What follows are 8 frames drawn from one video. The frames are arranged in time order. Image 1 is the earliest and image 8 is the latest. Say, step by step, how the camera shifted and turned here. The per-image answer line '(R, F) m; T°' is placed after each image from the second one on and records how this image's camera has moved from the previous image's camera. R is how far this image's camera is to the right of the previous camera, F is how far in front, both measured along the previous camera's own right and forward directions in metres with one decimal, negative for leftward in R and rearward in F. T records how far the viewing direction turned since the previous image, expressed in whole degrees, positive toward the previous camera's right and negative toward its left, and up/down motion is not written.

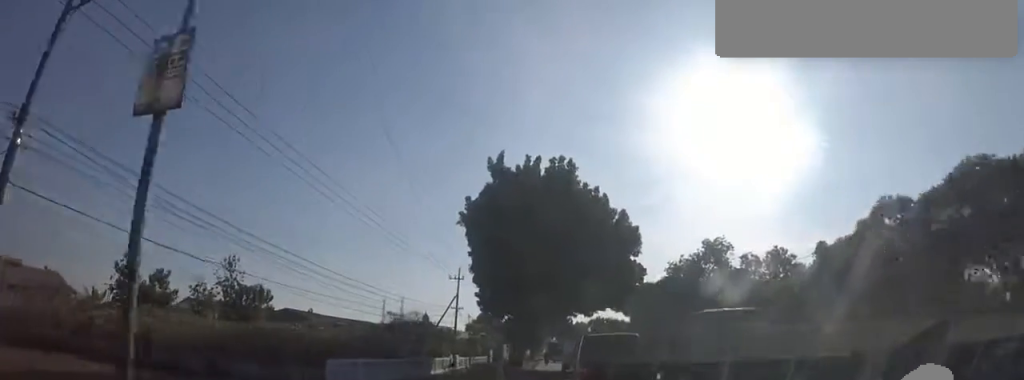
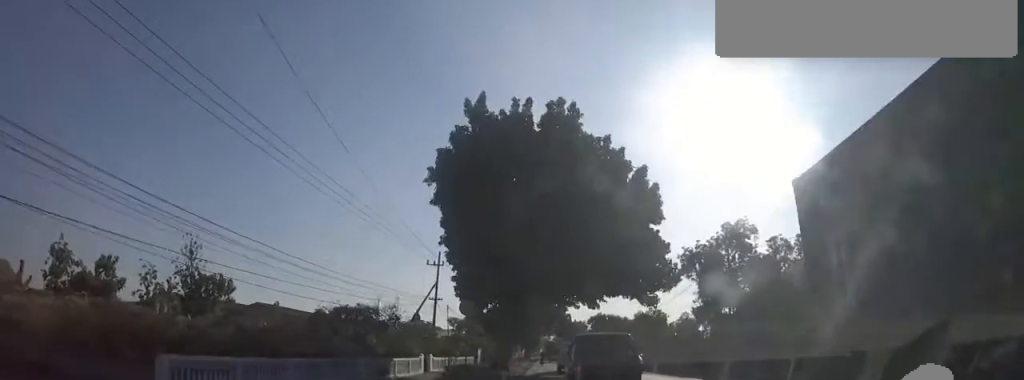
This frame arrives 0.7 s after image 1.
(+0.6, +8.2) m; +1°
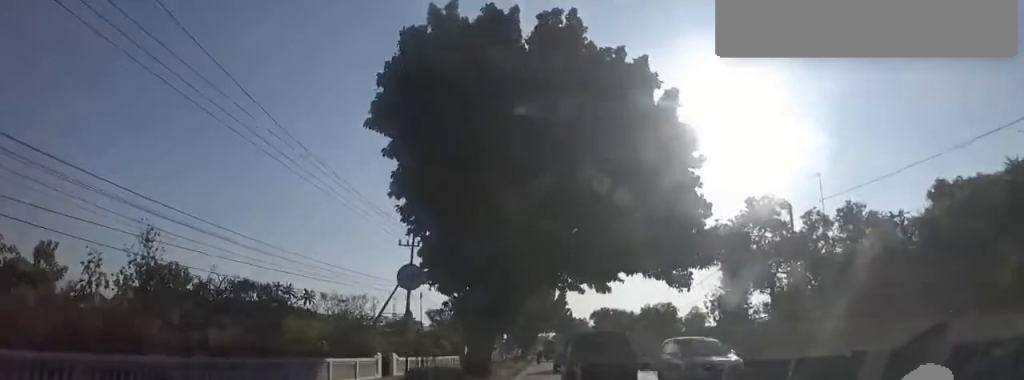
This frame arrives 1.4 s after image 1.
(-0.6, +8.1) m; -1°
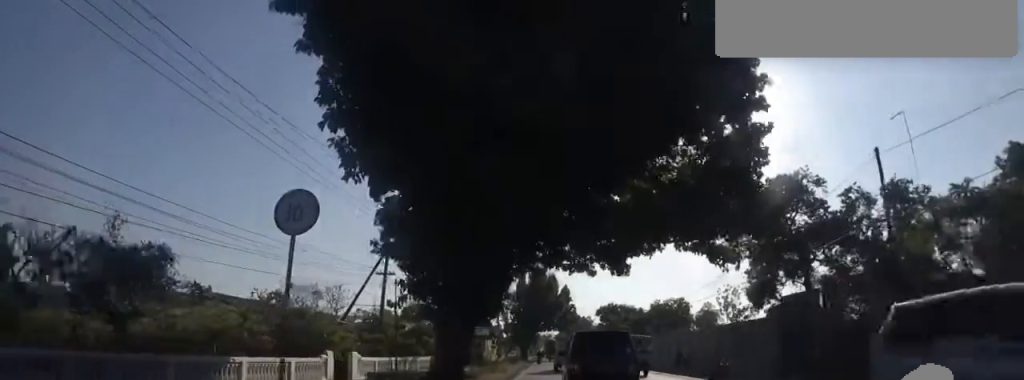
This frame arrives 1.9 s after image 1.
(0.0, +6.0) m; +1°
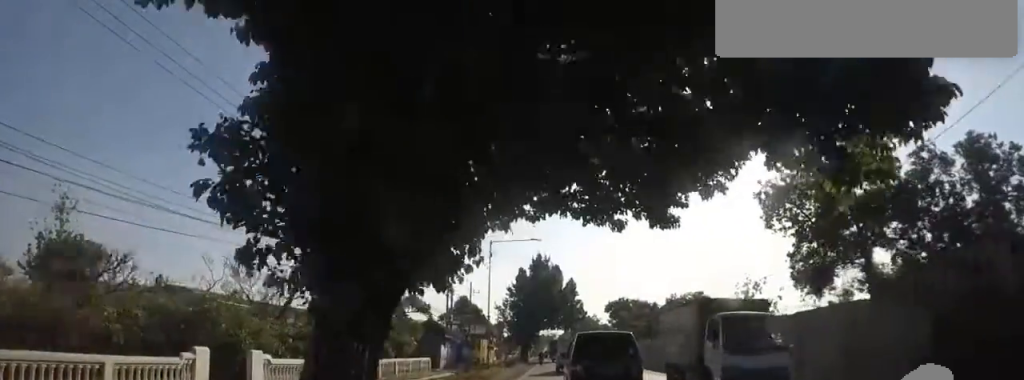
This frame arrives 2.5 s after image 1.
(+0.3, +7.9) m; +2°
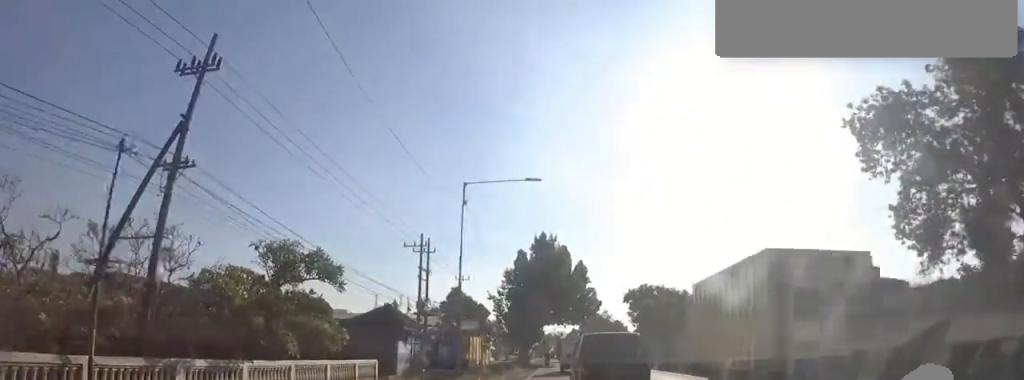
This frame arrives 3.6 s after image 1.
(+0.1, +12.0) m; 0°
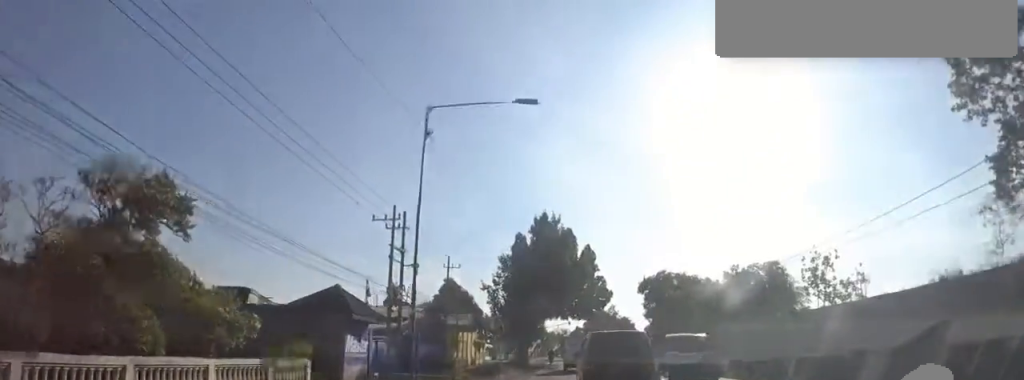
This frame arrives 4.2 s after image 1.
(0.0, +7.2) m; -1°
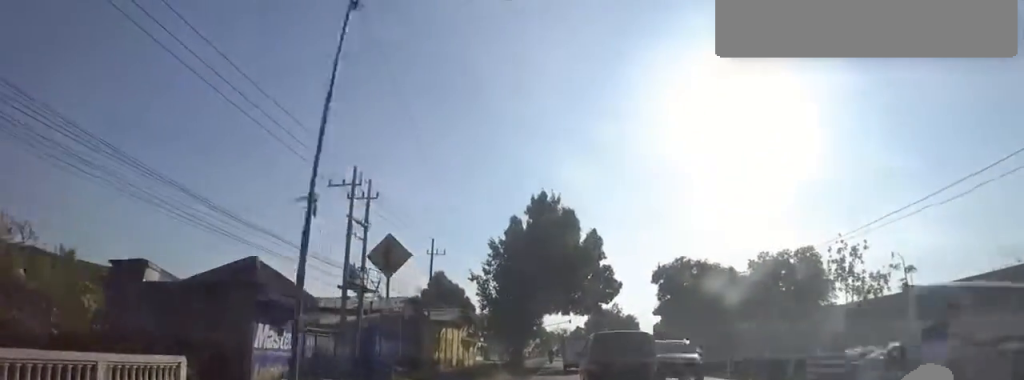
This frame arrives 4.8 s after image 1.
(0.0, +6.4) m; -1°
